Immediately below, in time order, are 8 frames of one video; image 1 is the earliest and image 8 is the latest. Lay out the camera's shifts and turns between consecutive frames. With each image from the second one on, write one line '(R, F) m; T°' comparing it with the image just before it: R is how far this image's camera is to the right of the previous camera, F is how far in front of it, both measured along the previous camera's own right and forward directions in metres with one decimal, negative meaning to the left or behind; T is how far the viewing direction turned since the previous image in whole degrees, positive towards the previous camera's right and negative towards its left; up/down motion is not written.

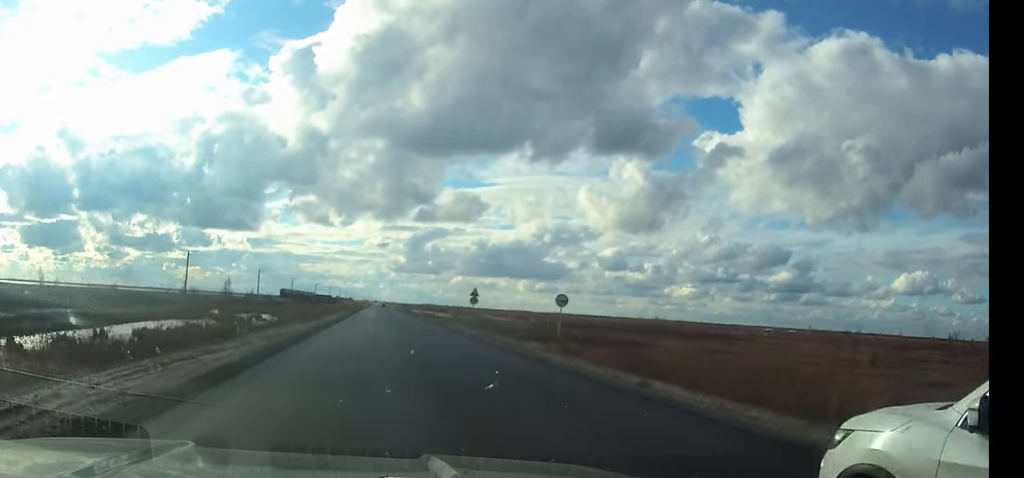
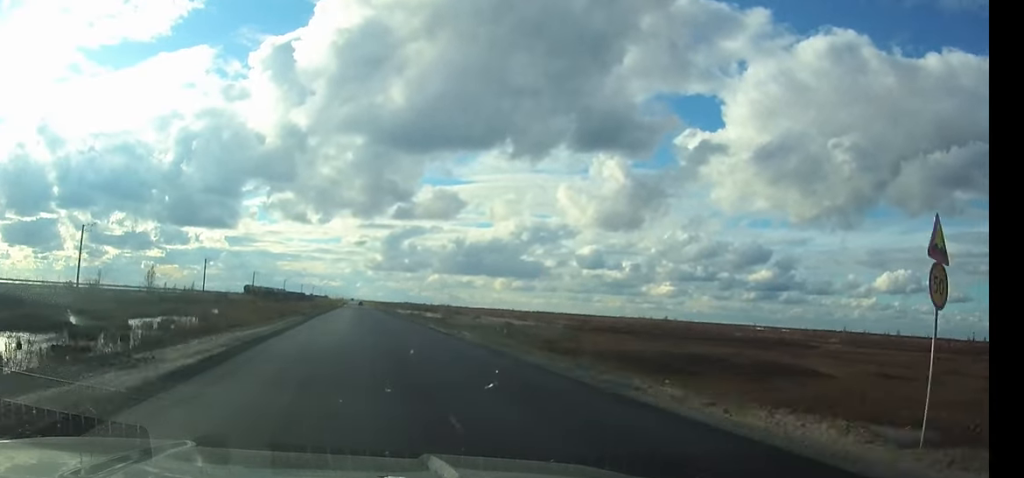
(+0.7, +45.6) m; +1°
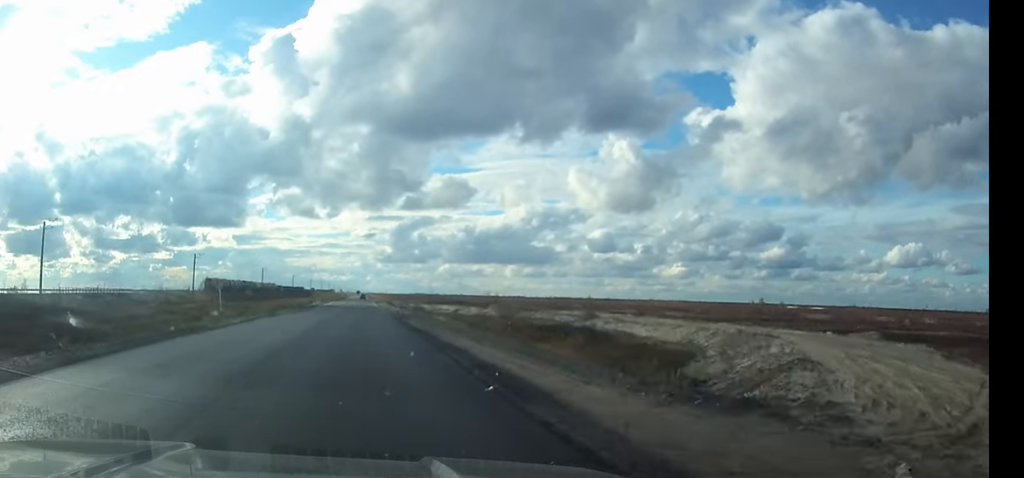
(-0.3, +86.0) m; -1°
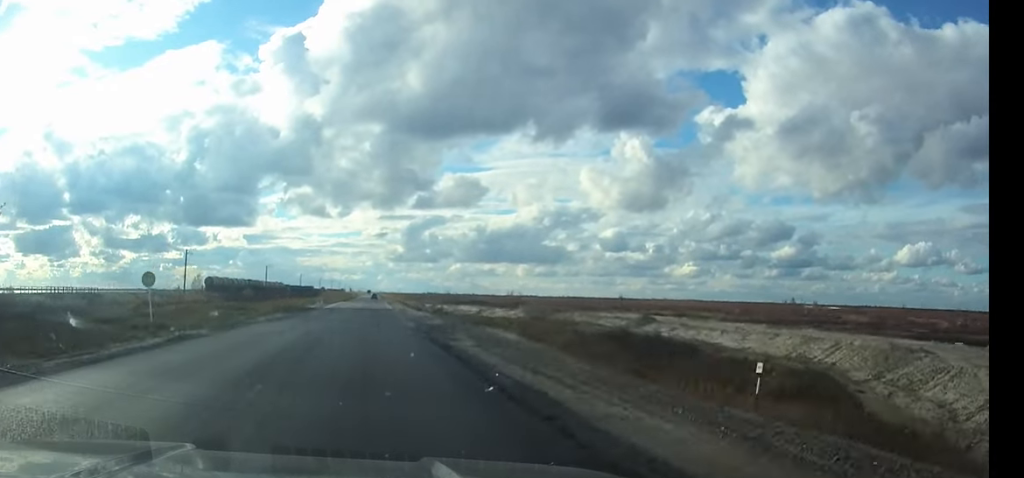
(-0.1, +14.5) m; 0°
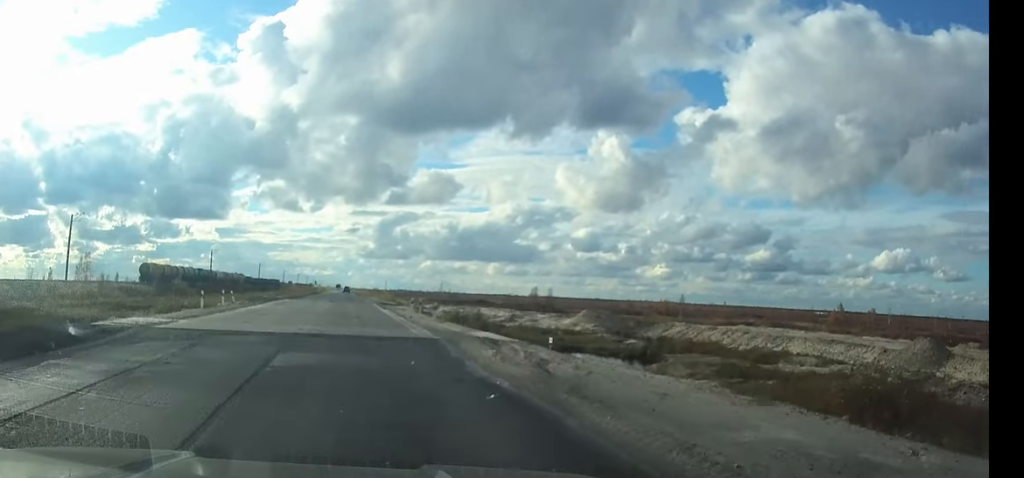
(+0.4, +44.9) m; +1°
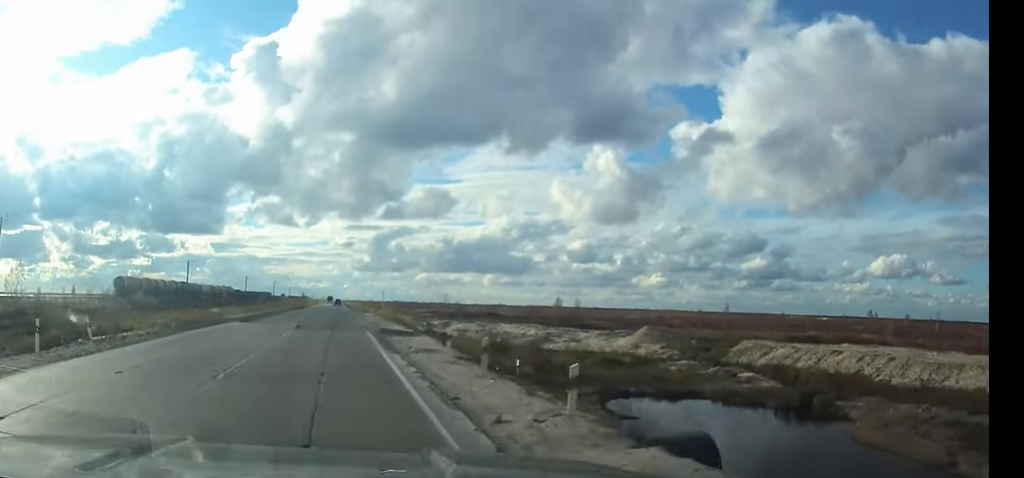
(+0.1, +21.0) m; 0°
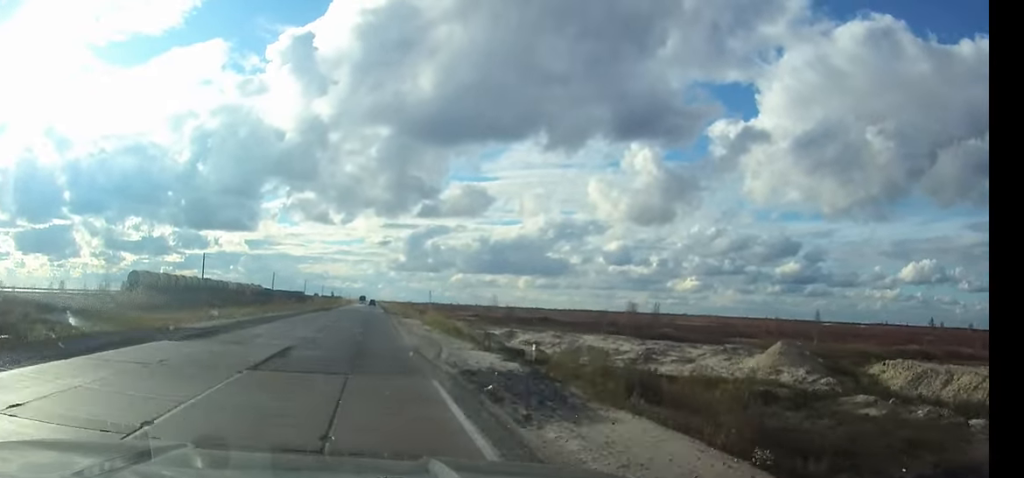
(-0.2, +18.4) m; -1°
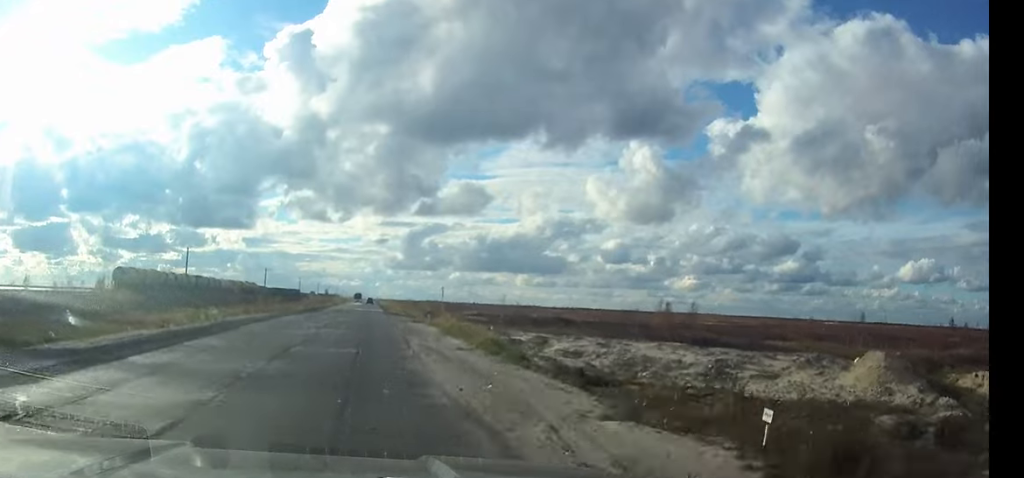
(-0.1, +12.2) m; 0°
